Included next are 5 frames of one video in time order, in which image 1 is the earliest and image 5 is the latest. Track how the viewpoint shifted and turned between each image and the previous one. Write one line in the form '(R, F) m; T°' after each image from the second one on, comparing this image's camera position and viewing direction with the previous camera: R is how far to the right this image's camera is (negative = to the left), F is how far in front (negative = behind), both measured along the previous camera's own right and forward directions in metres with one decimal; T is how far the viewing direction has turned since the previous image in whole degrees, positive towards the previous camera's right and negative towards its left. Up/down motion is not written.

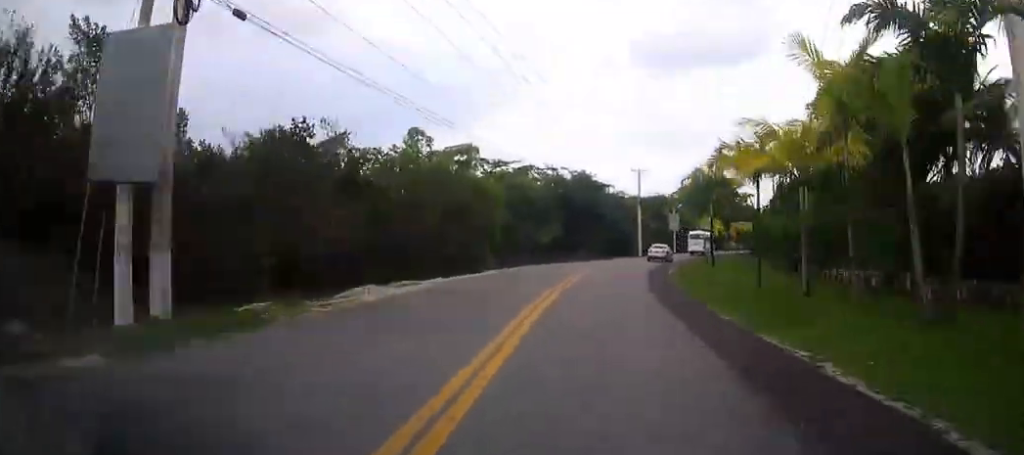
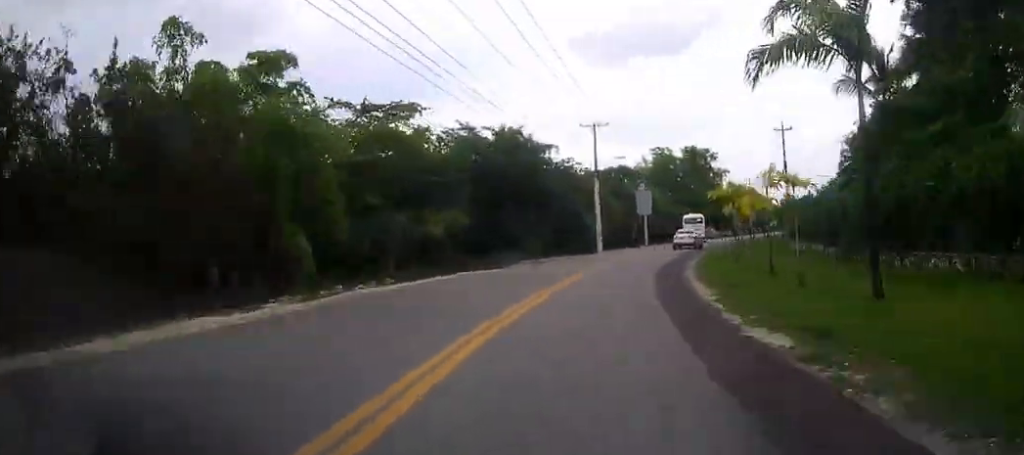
(+0.7, +26.1) m; +4°
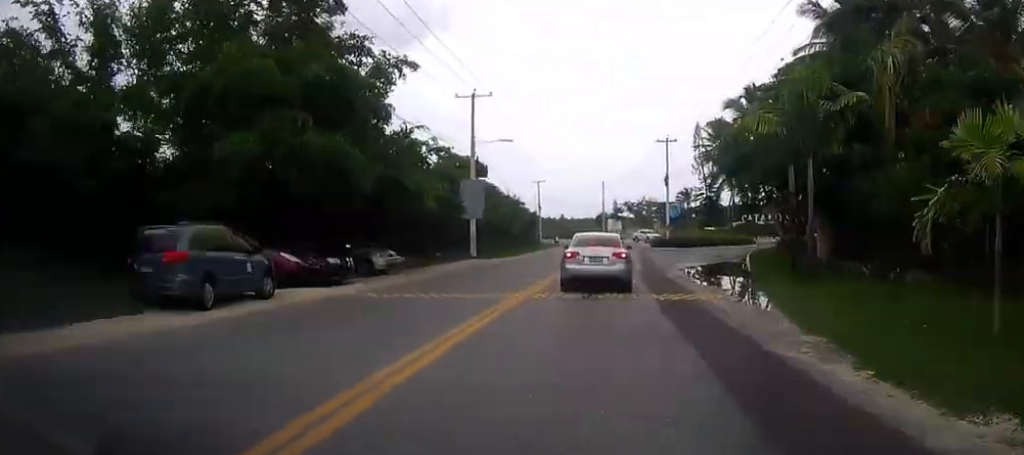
(+14.4, +81.7) m; +20°
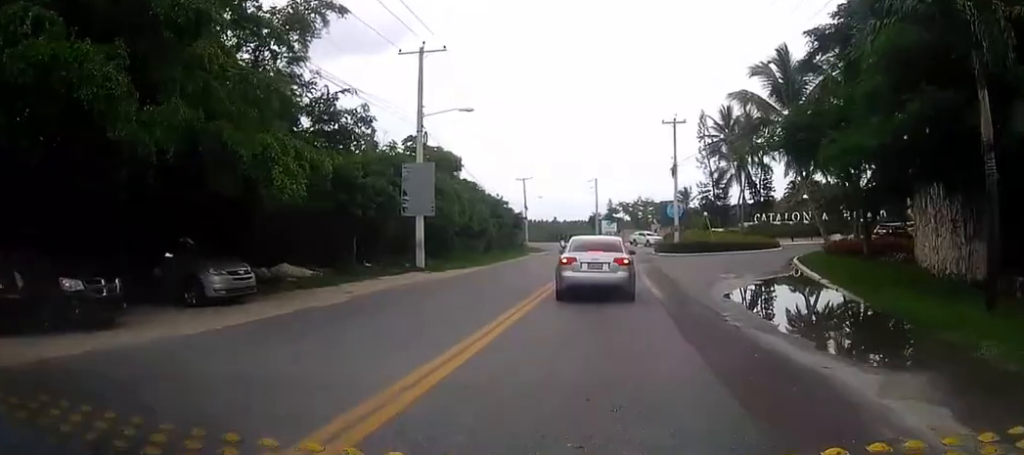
(+0.8, +15.3) m; +3°
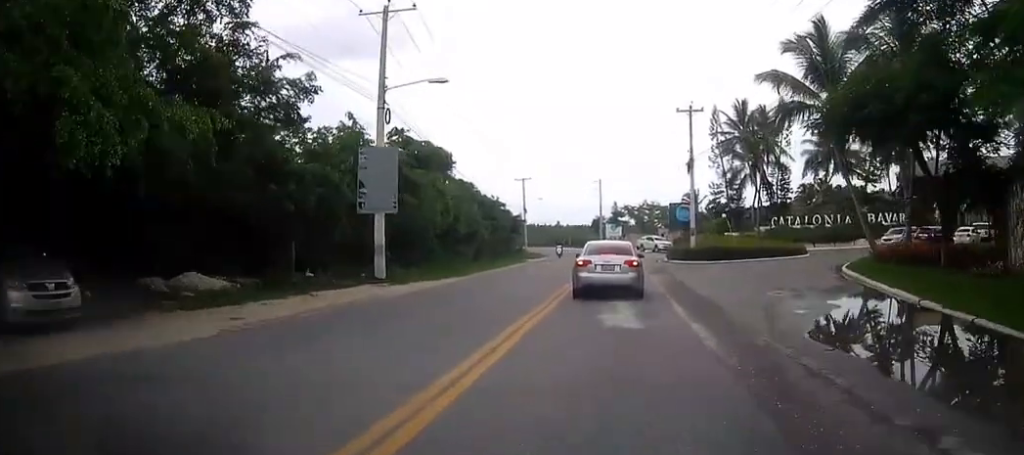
(+0.1, +9.2) m; +1°
